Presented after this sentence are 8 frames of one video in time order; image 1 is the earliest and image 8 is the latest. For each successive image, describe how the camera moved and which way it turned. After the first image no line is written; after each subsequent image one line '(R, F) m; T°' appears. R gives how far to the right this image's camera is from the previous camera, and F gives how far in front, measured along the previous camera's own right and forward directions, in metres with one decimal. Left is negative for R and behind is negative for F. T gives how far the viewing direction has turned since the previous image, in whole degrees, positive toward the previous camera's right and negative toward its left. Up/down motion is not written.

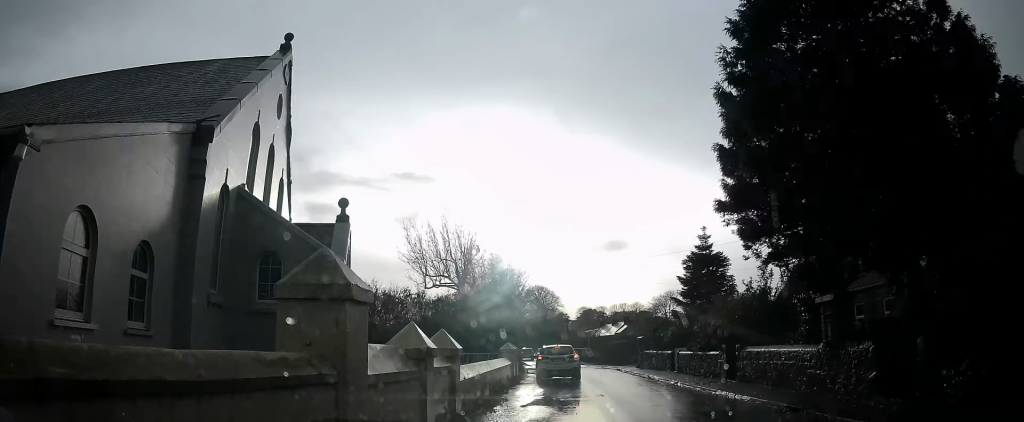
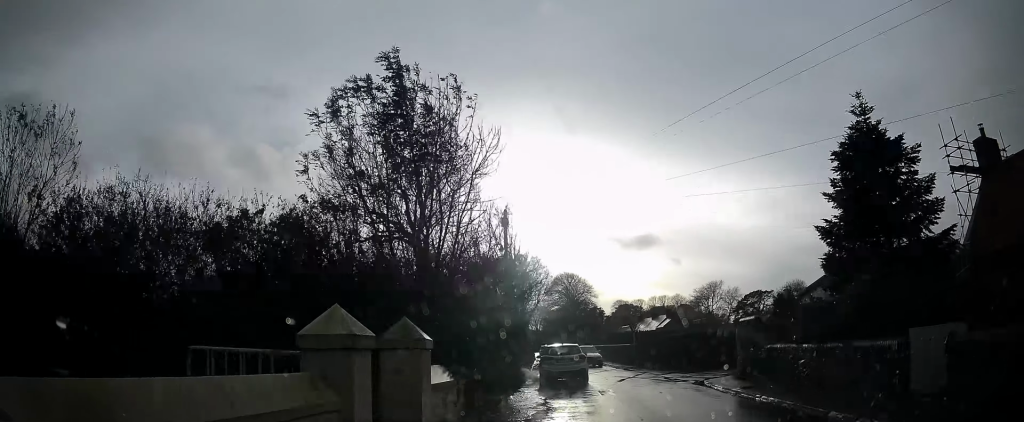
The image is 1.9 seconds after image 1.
(-1.7, +16.1) m; -5°
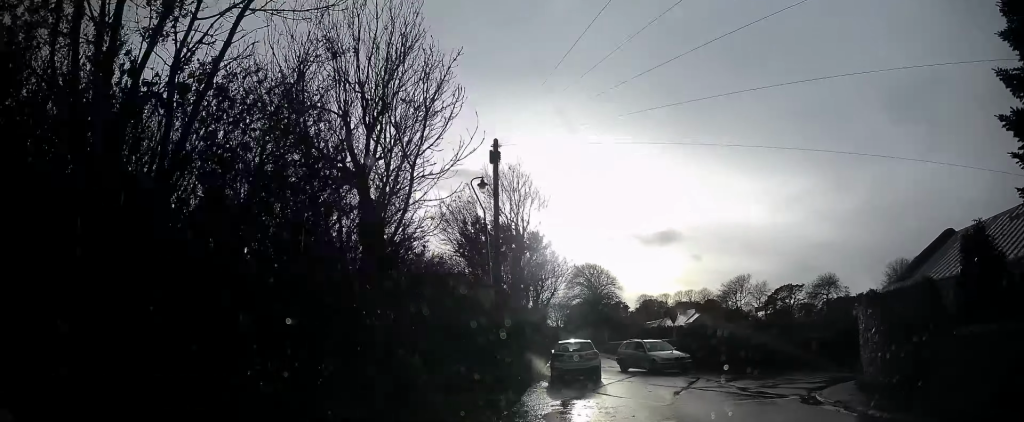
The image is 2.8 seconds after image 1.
(+0.1, +7.6) m; +3°
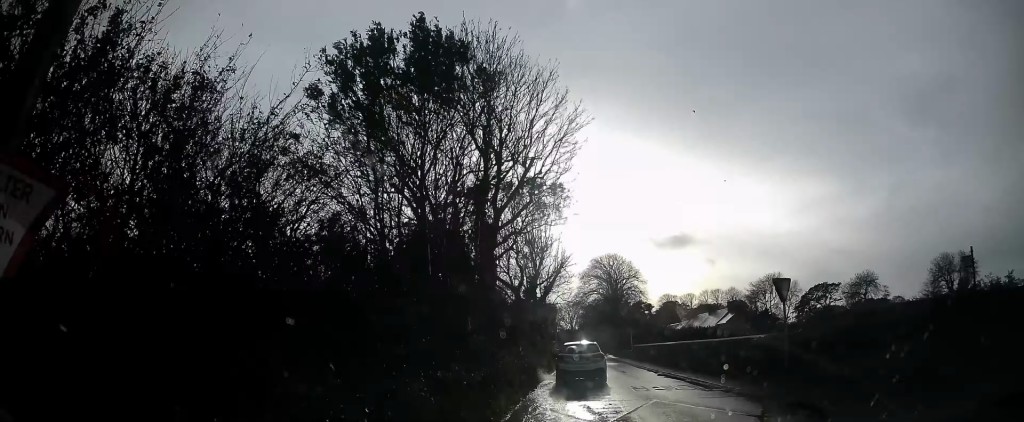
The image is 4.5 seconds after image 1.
(-0.3, +13.2) m; -8°
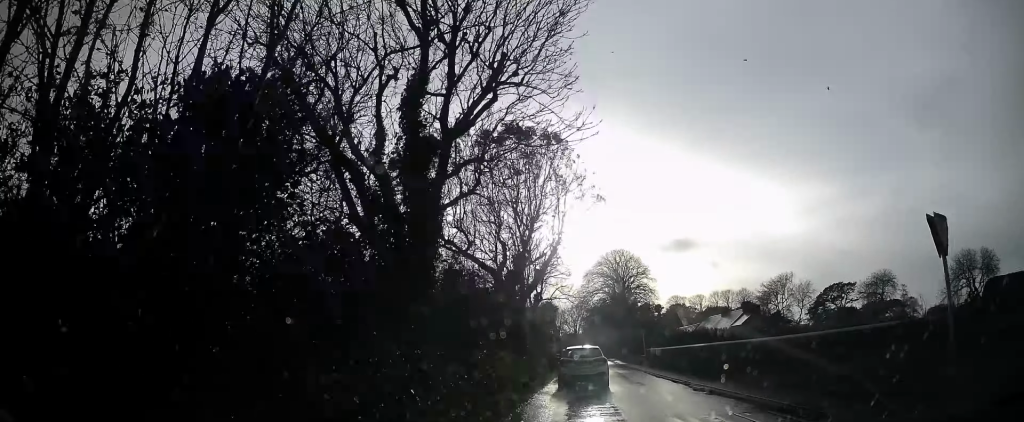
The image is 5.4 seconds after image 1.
(-0.4, +6.4) m; -4°
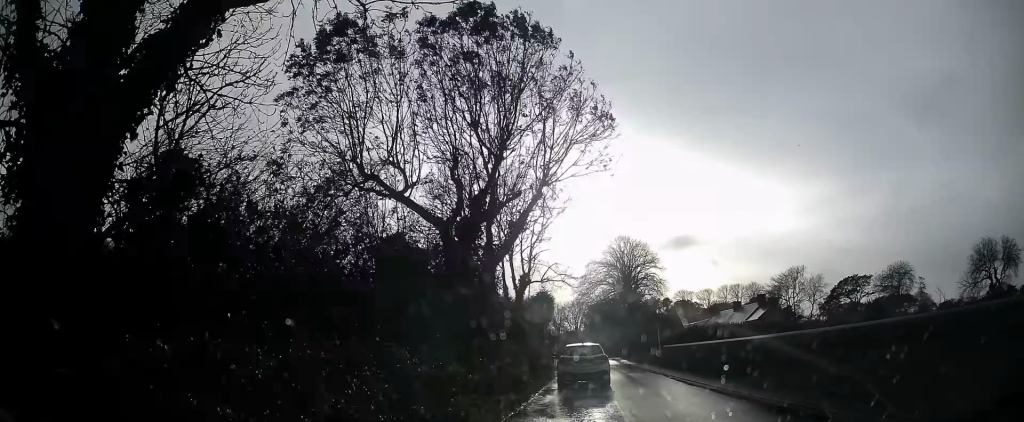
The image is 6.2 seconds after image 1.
(0.0, +6.3) m; 0°
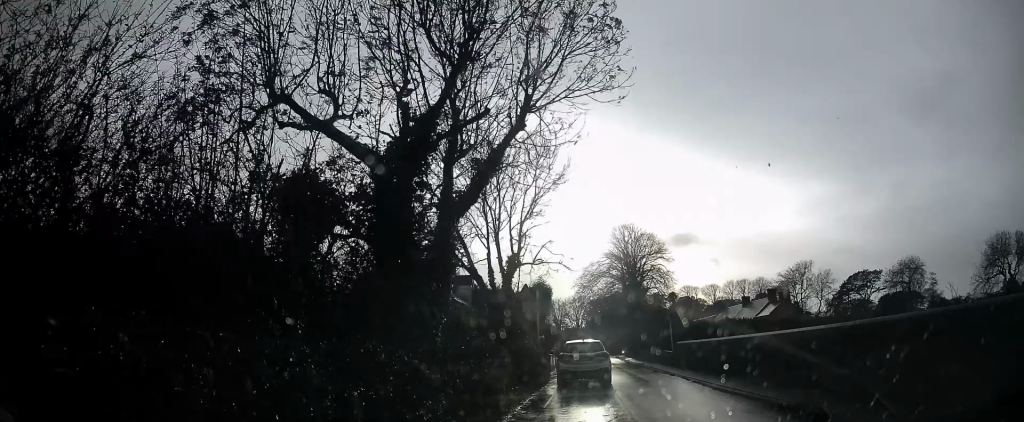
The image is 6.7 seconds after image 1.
(0.0, +3.5) m; 0°
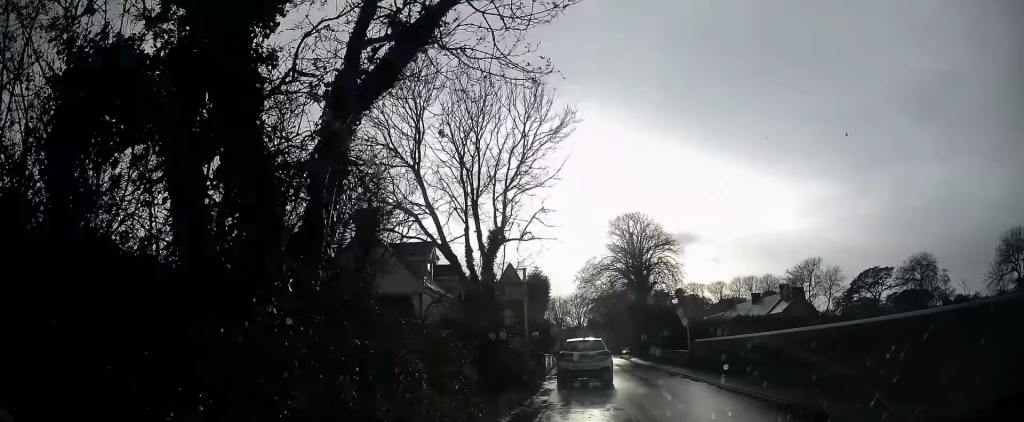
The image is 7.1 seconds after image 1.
(0.0, +3.5) m; +1°
